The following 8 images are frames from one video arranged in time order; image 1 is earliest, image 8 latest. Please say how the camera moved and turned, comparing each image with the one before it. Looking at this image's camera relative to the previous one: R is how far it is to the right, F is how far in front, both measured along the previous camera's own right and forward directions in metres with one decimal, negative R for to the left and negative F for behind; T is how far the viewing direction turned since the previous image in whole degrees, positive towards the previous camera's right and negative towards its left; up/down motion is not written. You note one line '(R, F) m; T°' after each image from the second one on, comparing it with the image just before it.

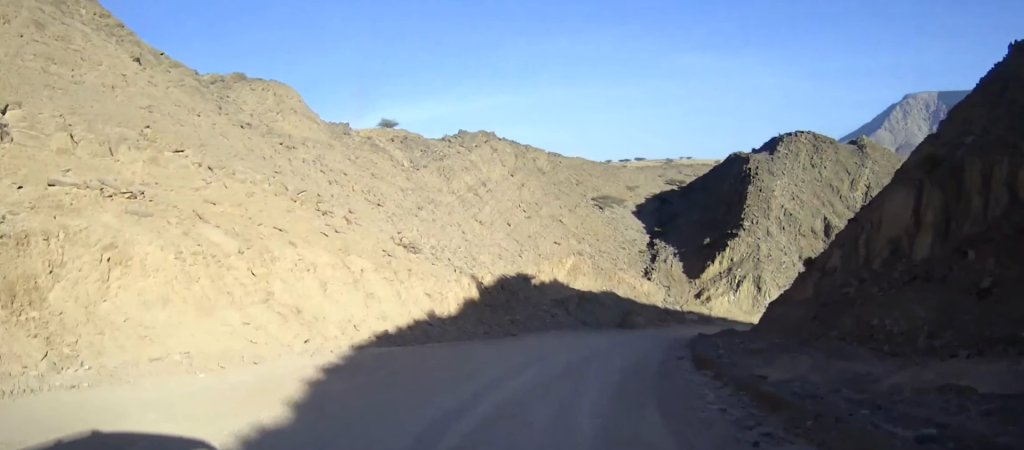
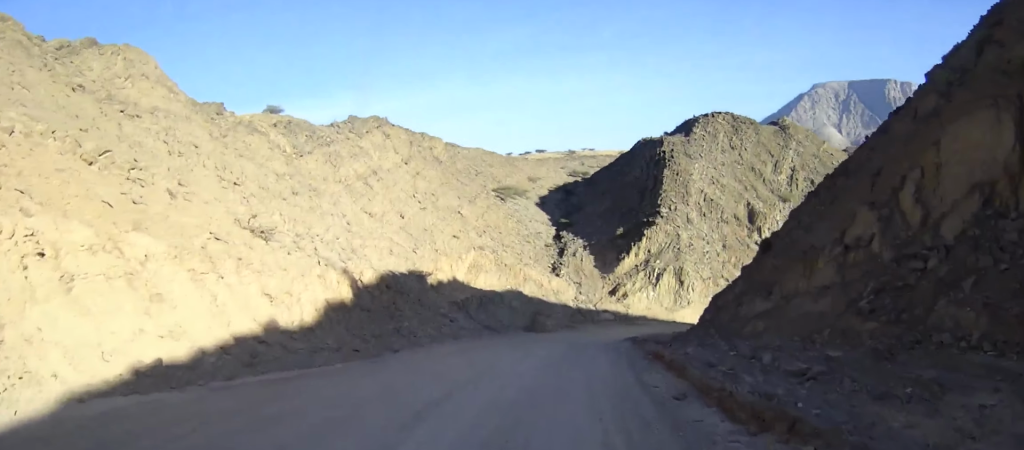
(+0.5, +9.0) m; +7°
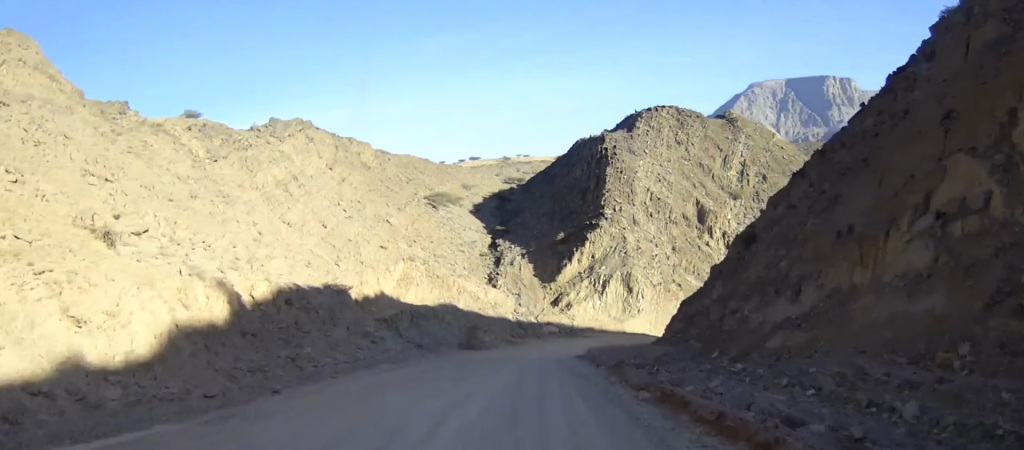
(+0.3, +7.0) m; +4°
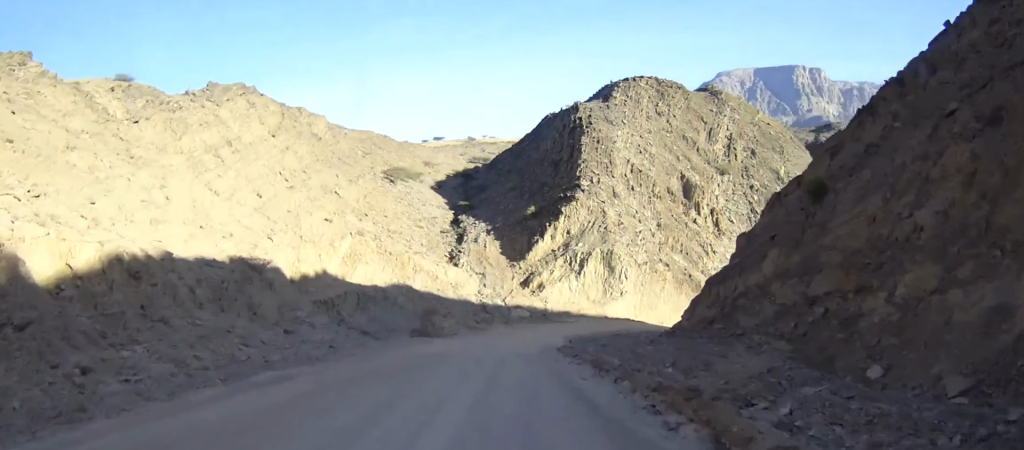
(+0.4, +11.4) m; +3°
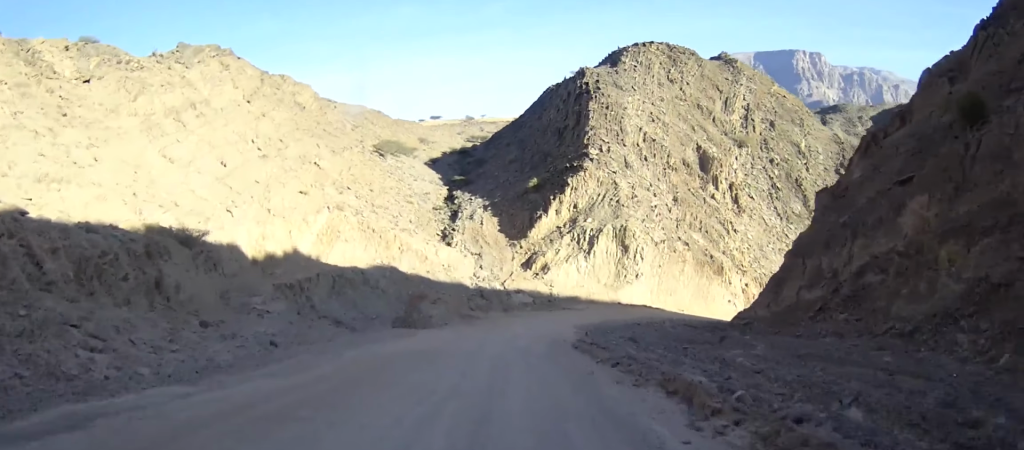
(+0.1, +9.5) m; +1°
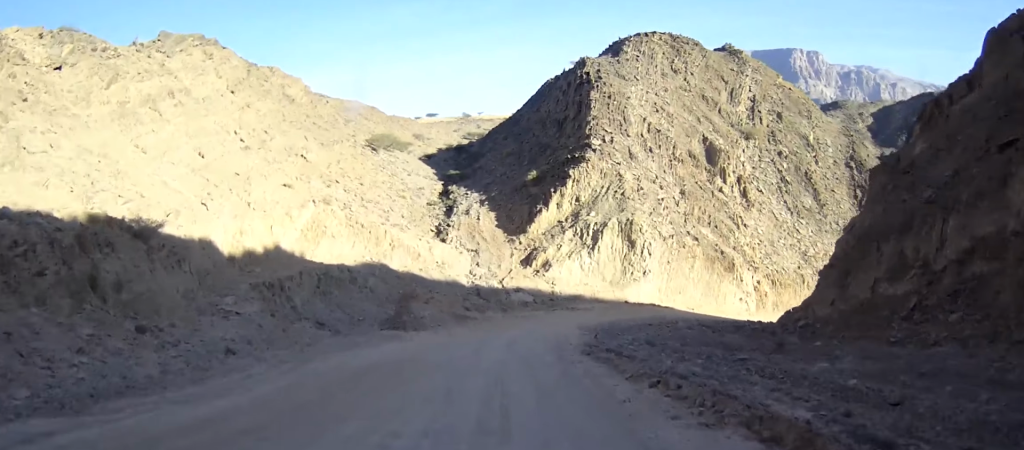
(0.0, +4.6) m; 0°
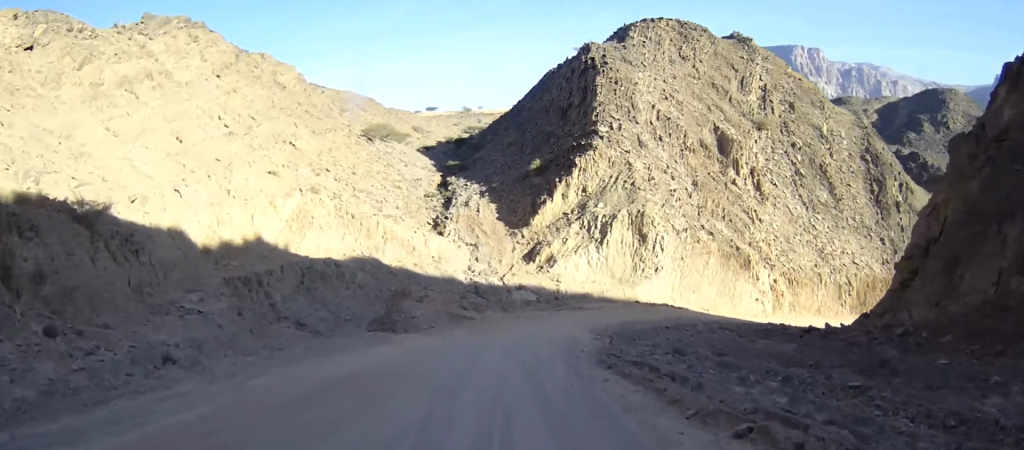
(0.0, +5.0) m; 0°
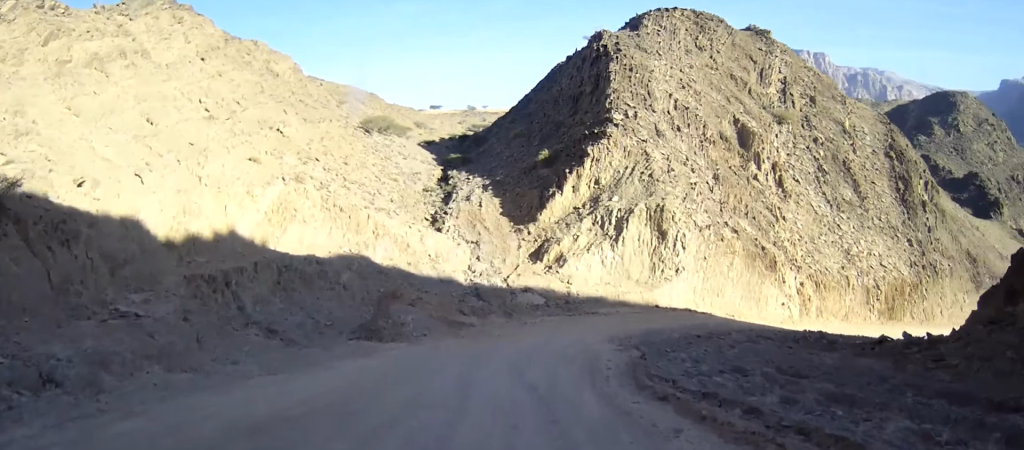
(0.0, +6.3) m; 0°
